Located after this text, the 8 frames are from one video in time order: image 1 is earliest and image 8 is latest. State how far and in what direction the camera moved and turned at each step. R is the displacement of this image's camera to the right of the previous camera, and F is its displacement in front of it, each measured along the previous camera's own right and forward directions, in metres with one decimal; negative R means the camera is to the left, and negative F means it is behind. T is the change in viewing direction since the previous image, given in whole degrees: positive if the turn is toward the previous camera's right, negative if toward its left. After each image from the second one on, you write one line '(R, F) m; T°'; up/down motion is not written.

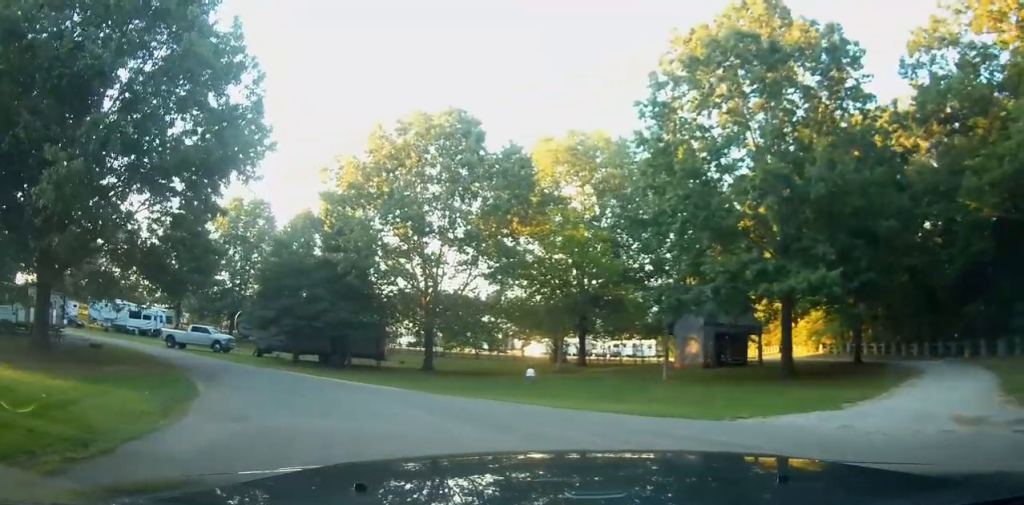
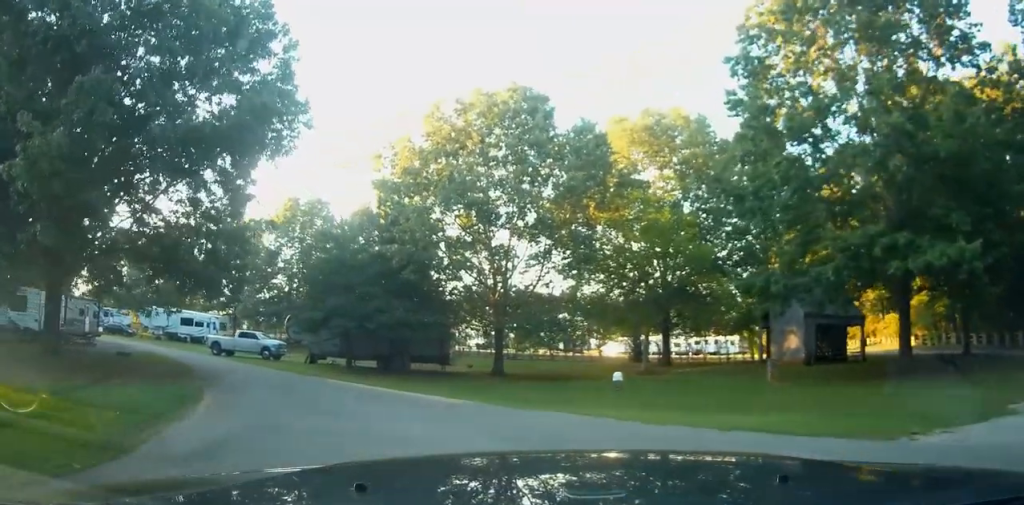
(-0.1, +3.3) m; -9°
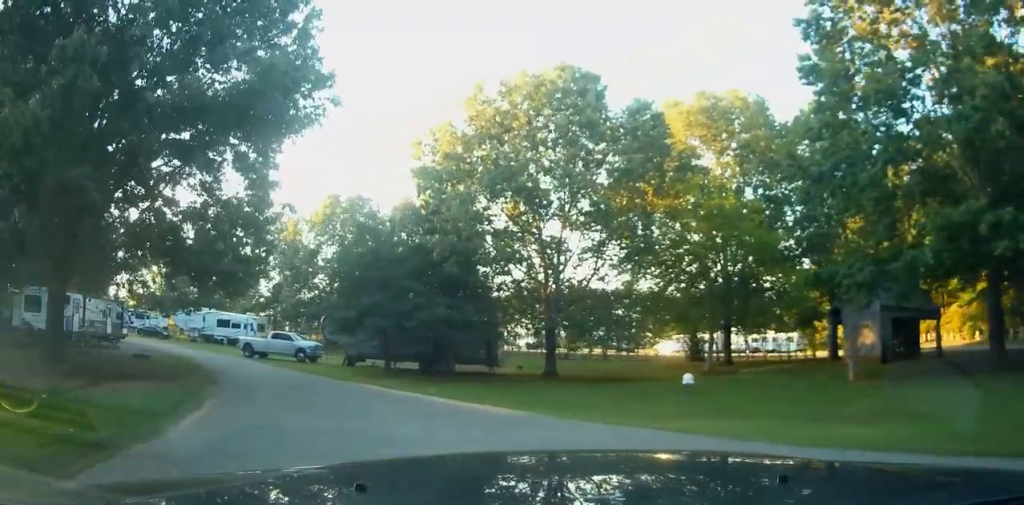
(-0.2, +2.3) m; -10°
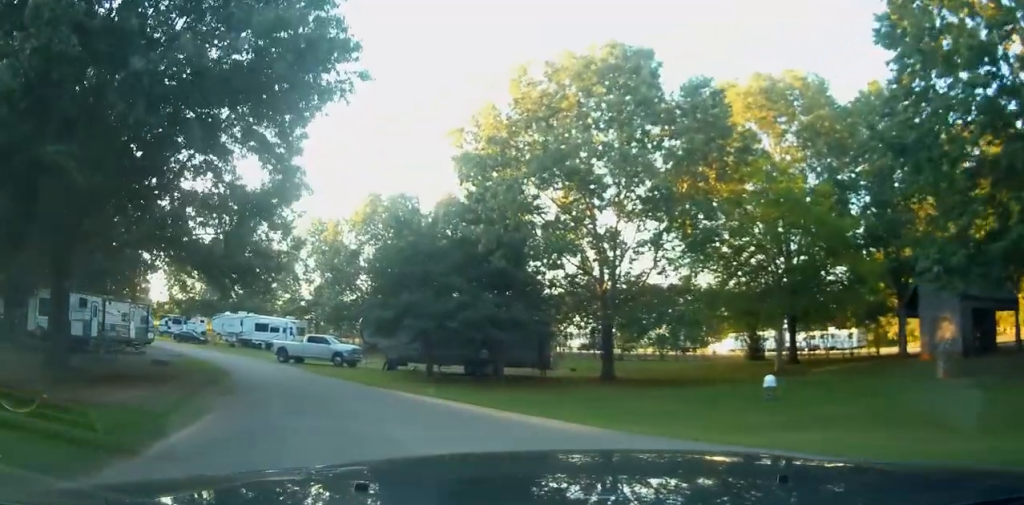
(-0.2, +2.4) m; -7°
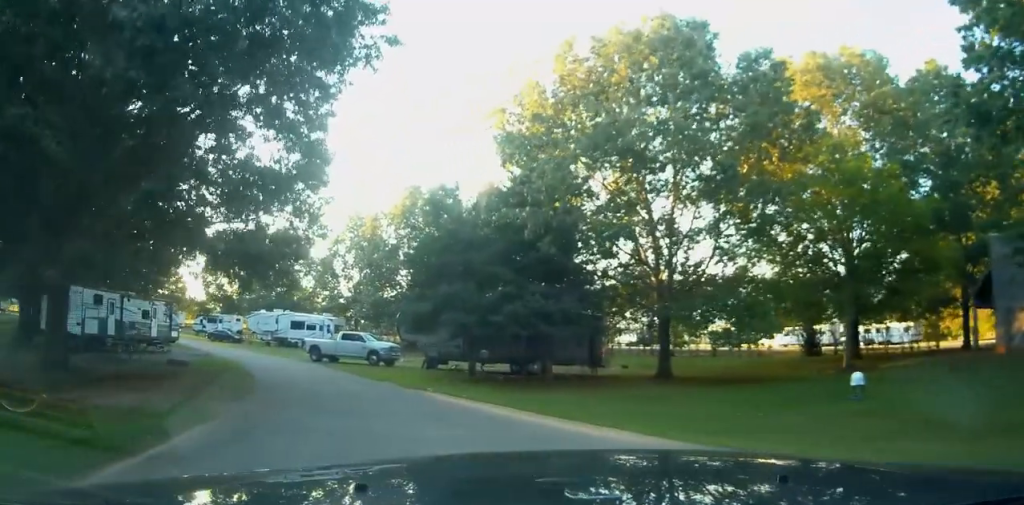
(-0.1, +2.3) m; -5°
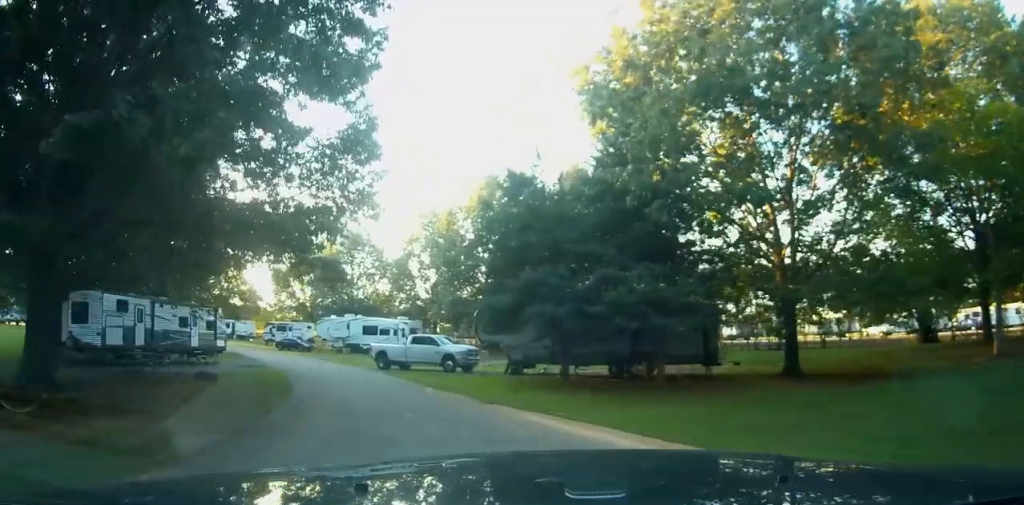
(-0.2, +4.6) m; -8°
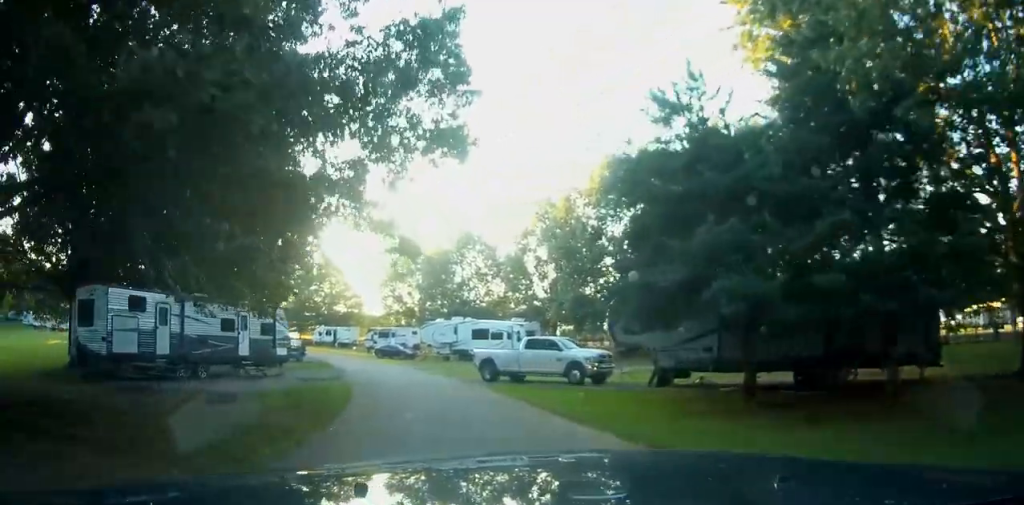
(-0.8, +7.1) m; -12°
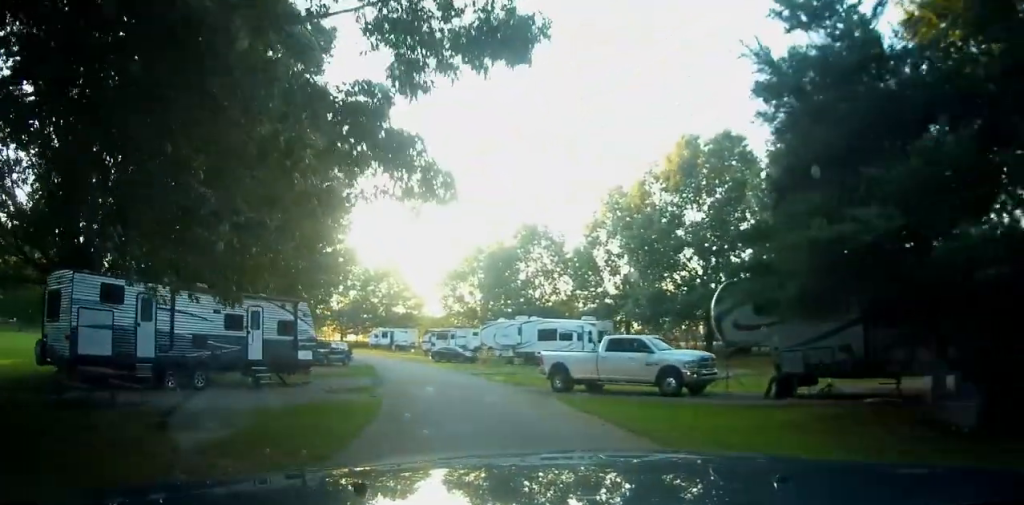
(-0.4, +5.0) m; -7°
